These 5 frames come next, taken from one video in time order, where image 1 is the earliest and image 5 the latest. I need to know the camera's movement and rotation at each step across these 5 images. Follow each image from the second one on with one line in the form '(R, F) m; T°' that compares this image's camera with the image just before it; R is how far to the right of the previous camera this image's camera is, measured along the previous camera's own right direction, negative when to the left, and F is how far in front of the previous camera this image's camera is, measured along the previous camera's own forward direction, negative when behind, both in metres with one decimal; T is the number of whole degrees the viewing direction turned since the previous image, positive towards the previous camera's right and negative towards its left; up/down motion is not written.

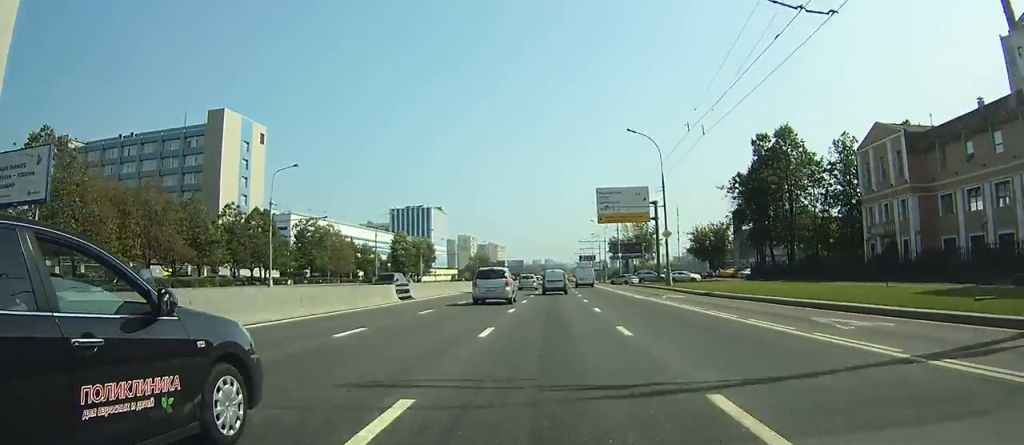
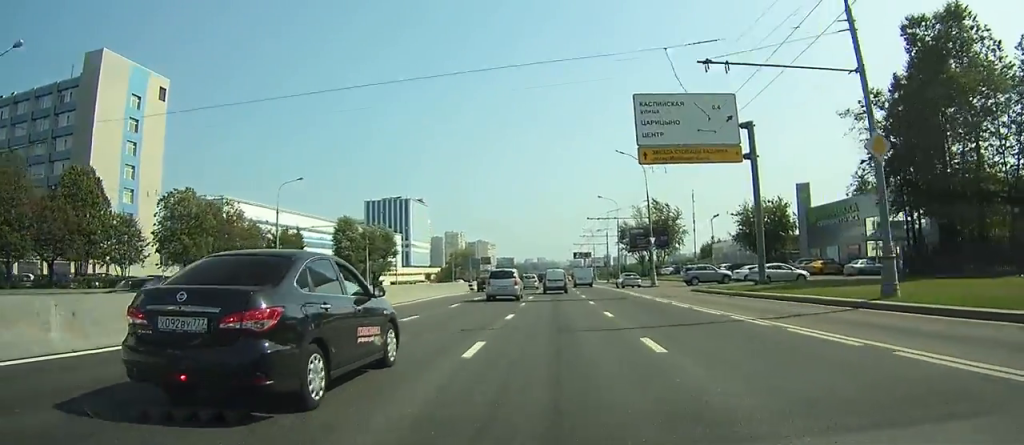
(+0.5, +34.5) m; +1°
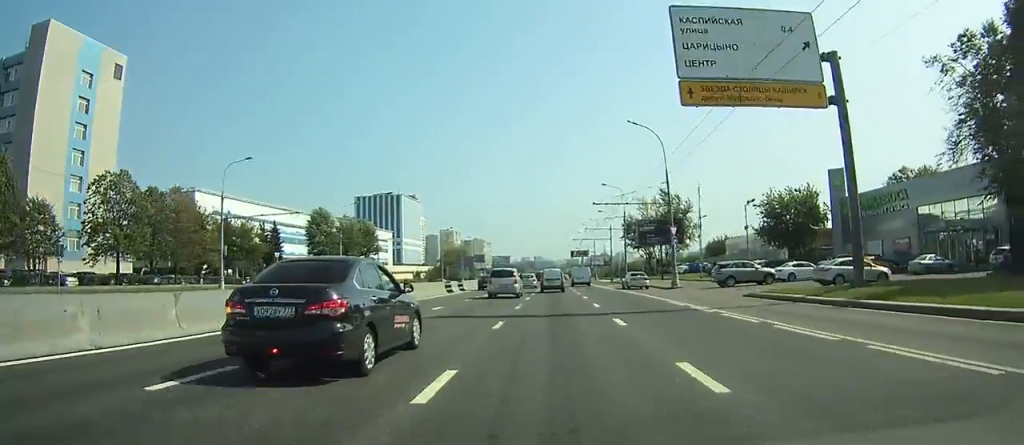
(0.0, +11.2) m; +1°
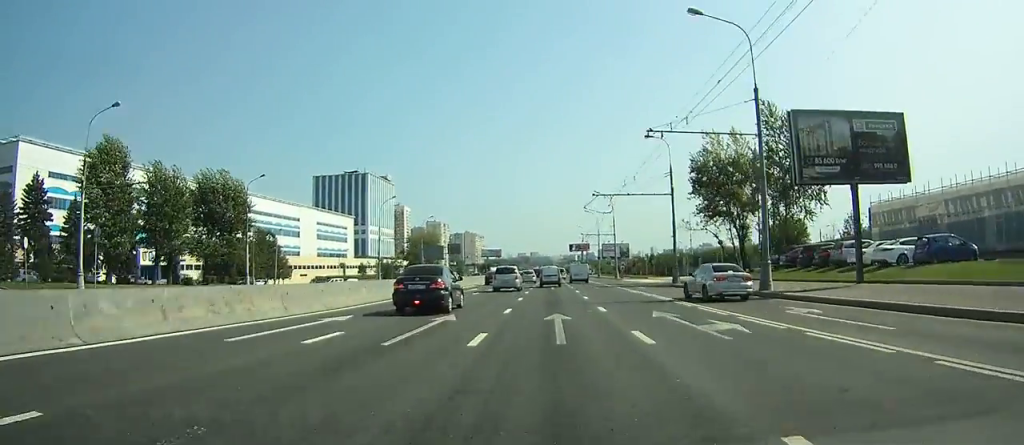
(+0.5, +50.7) m; 0°
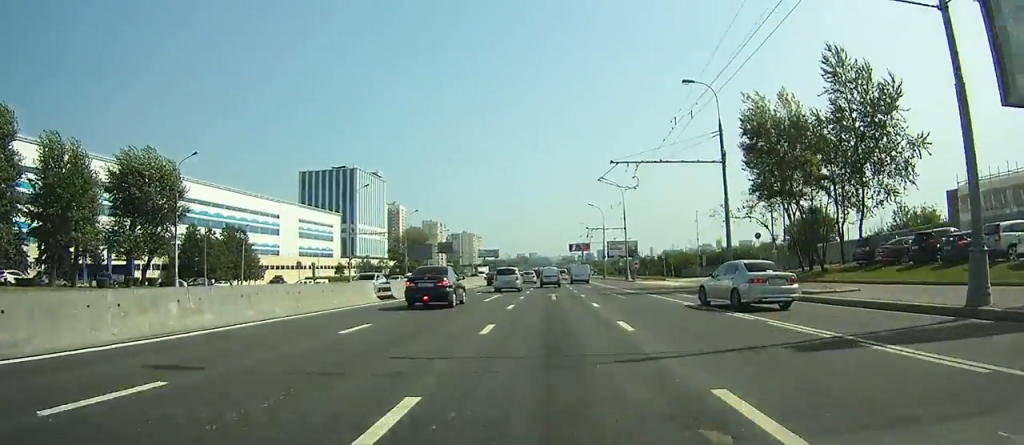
(0.0, +13.8) m; 0°
